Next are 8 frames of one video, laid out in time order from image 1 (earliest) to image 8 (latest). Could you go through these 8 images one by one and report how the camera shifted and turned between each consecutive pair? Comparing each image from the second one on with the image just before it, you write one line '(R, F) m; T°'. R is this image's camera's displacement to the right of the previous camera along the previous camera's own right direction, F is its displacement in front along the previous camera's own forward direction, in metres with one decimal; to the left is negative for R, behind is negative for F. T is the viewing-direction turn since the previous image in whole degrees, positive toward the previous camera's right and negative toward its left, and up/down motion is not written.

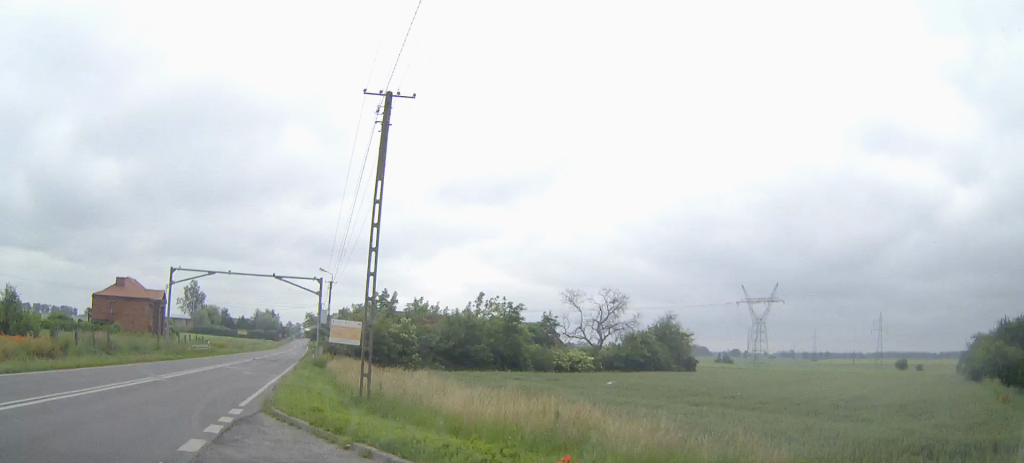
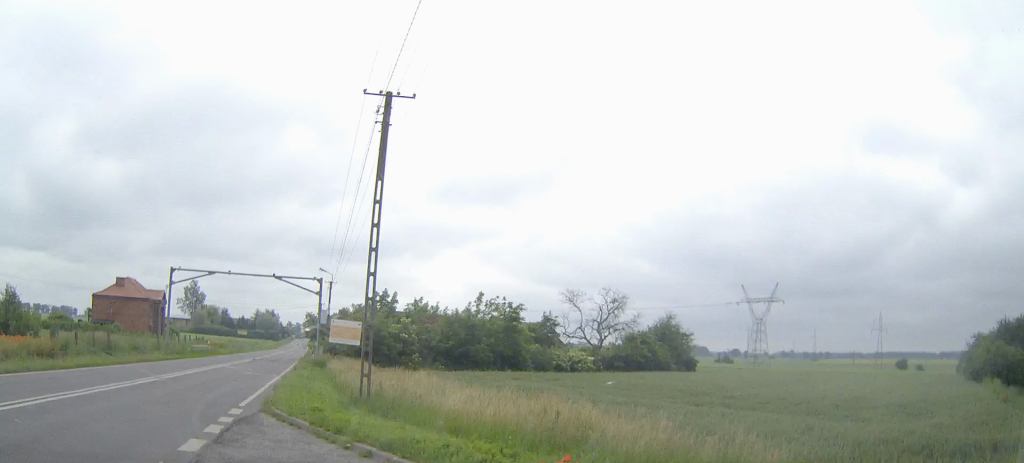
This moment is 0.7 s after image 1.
(0.0, 0.0) m; 0°
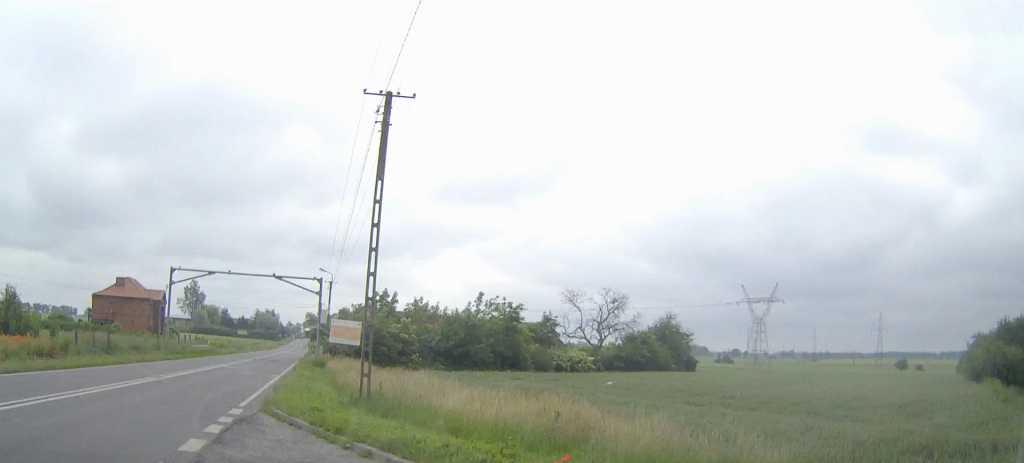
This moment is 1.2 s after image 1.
(0.0, 0.0) m; 0°
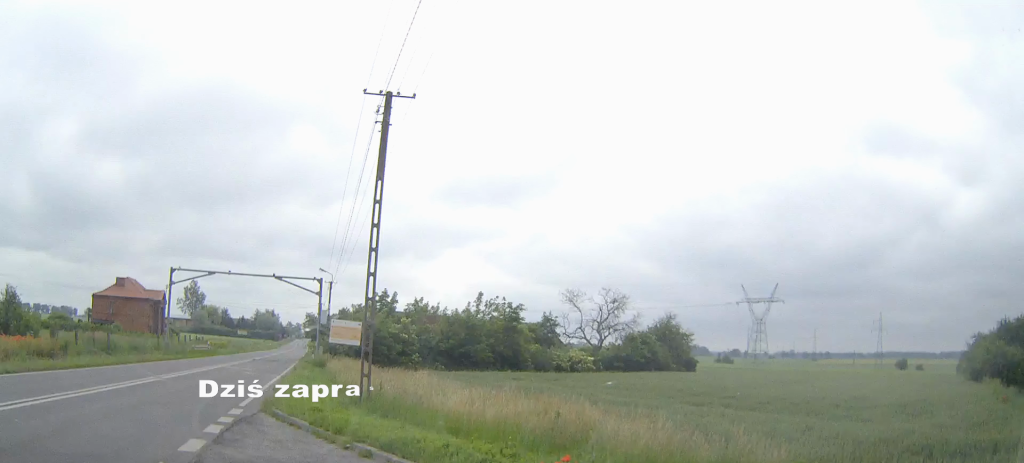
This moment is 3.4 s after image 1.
(0.0, 0.0) m; 0°
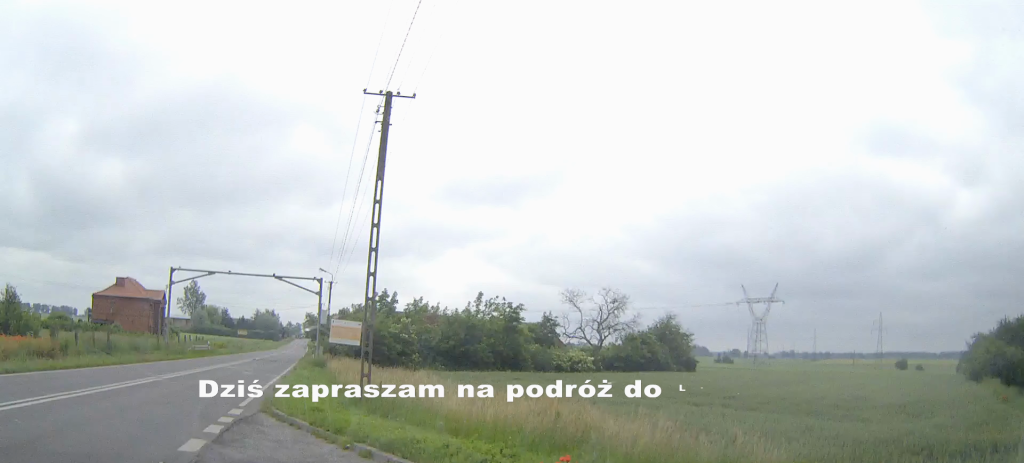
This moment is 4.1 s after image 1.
(0.0, 0.0) m; 0°
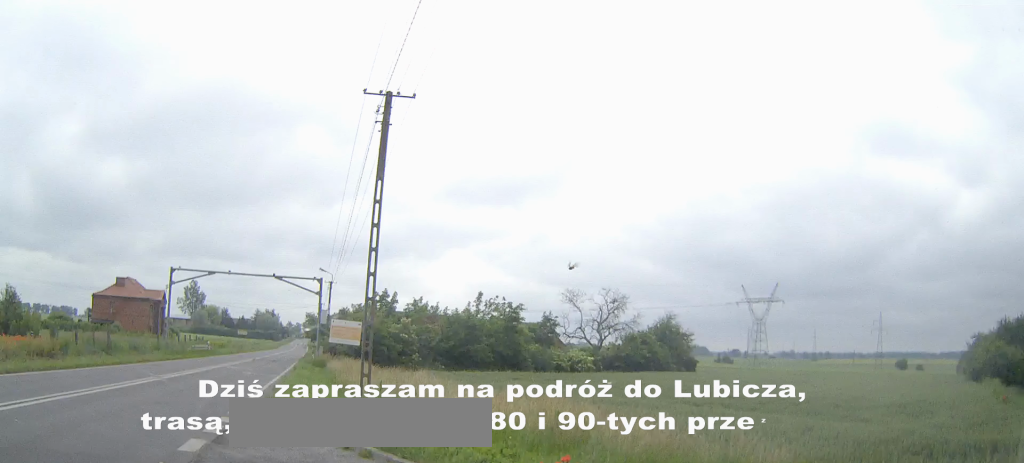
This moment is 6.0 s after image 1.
(0.0, 0.0) m; 0°
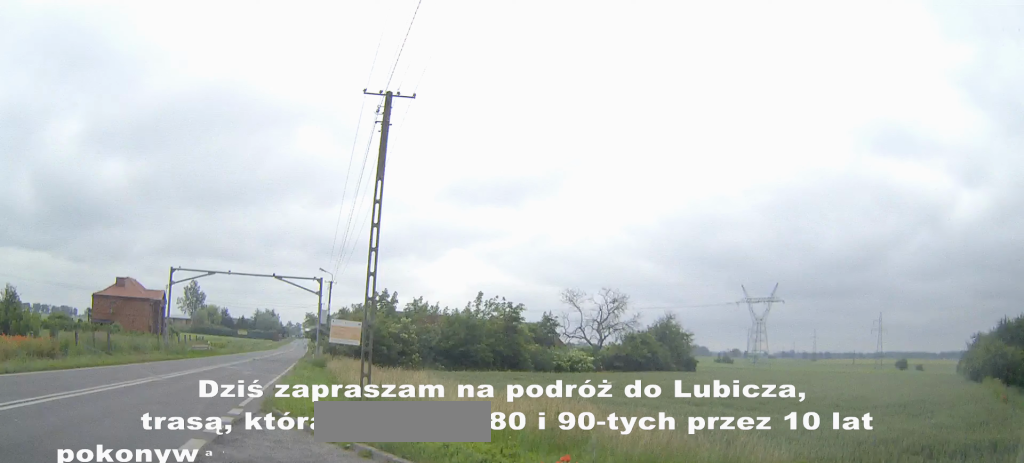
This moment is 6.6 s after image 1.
(0.0, 0.0) m; 0°
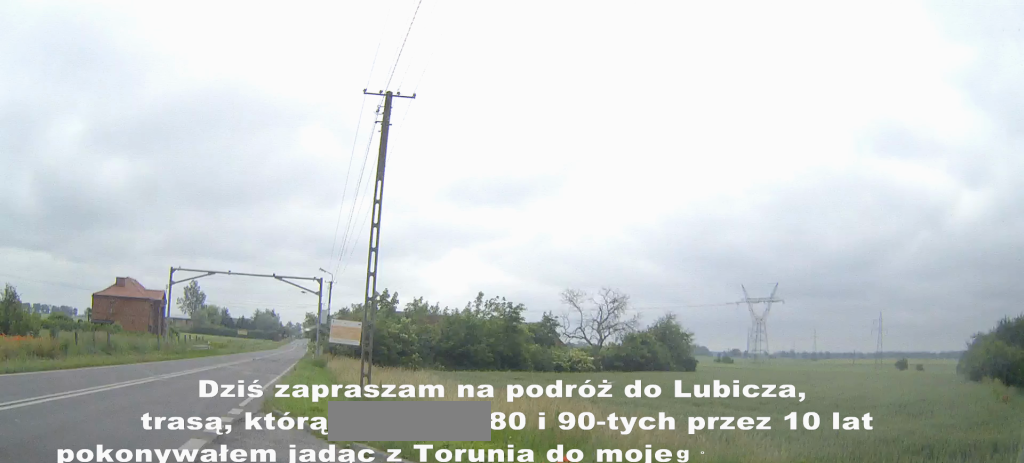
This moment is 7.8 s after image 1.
(0.0, 0.0) m; 0°
